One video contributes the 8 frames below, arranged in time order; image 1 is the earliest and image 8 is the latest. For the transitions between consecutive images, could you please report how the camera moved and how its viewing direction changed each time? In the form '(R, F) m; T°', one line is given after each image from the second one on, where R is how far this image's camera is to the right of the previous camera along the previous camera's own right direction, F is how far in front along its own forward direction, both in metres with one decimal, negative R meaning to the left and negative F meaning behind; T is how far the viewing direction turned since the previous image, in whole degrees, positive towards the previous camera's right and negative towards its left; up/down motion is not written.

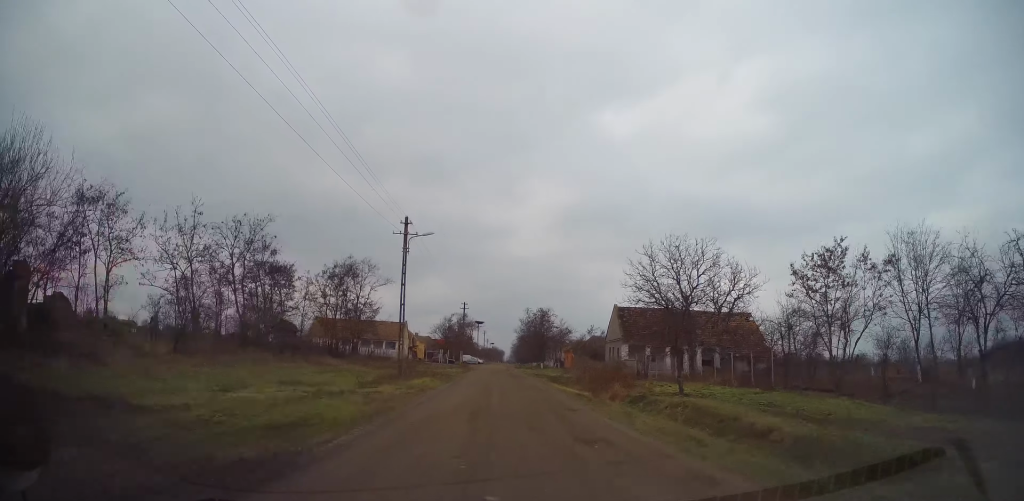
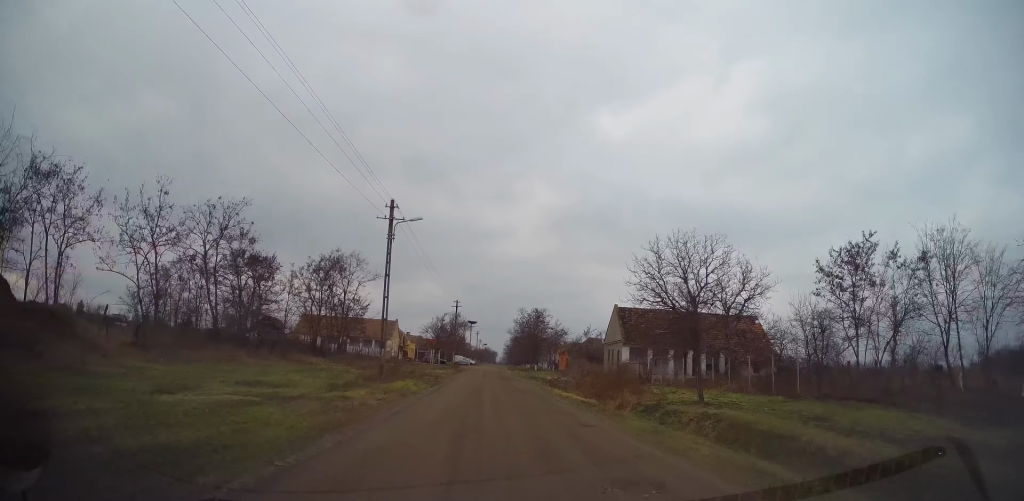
(0.0, +2.9) m; +1°
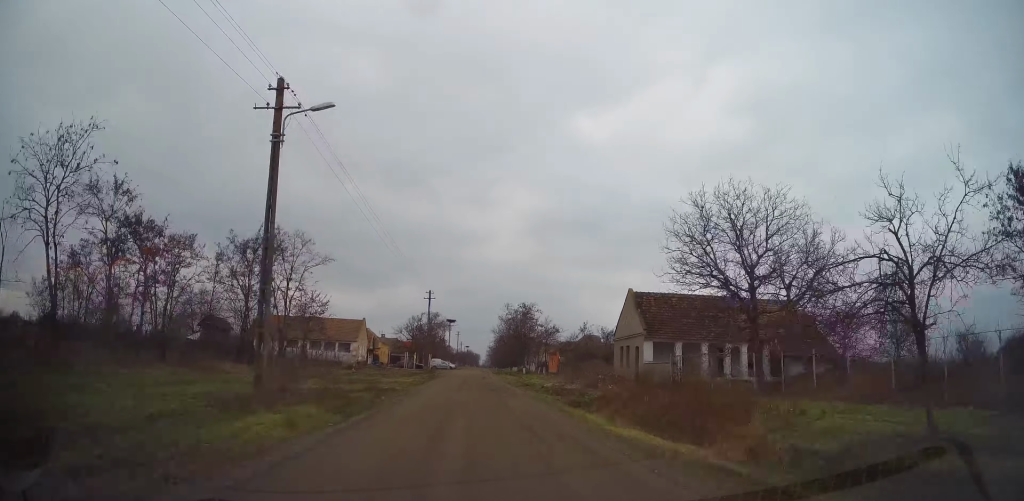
(+0.7, +10.7) m; +6°
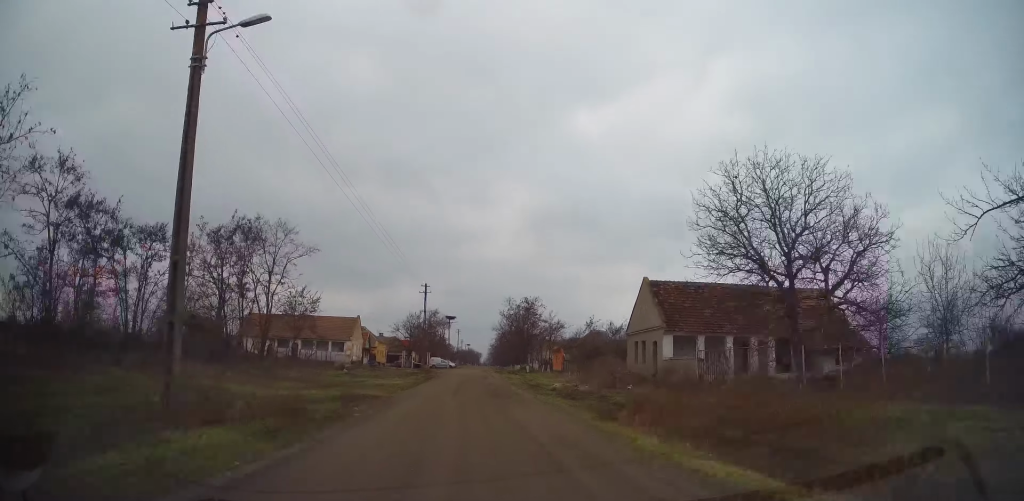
(+0.2, +3.4) m; 0°
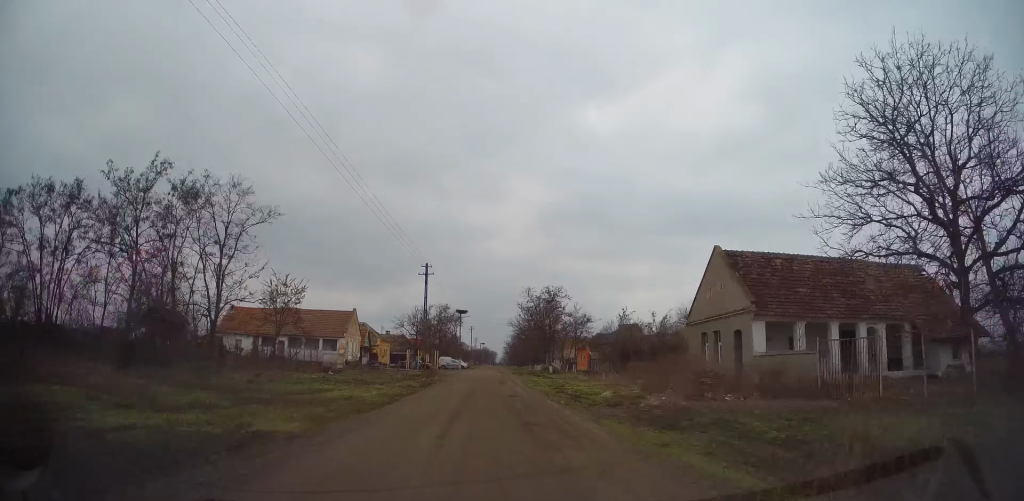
(-0.4, +9.4) m; -4°
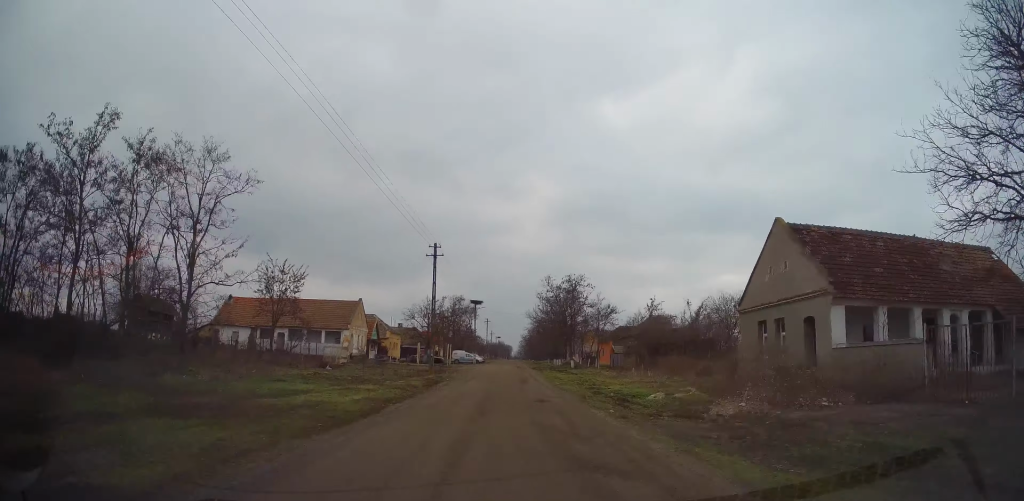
(0.0, +4.9) m; 0°
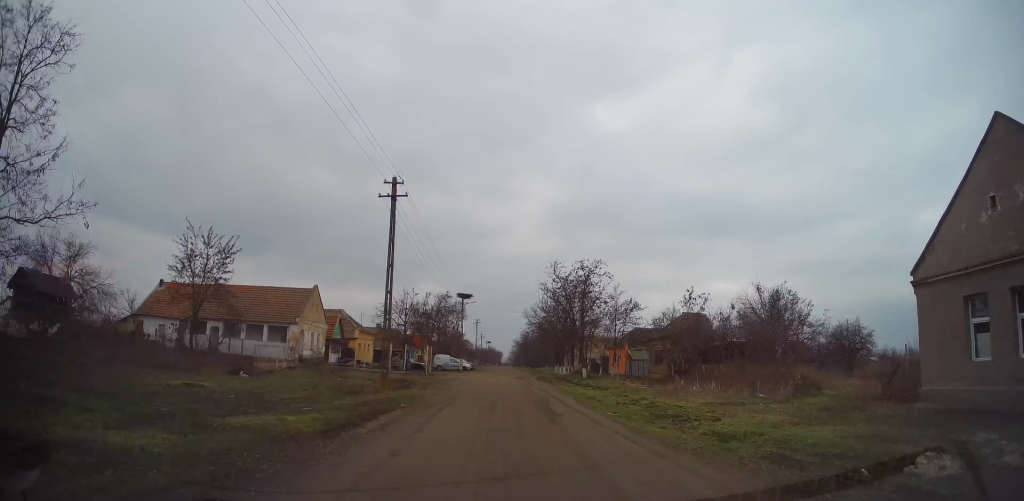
(0.0, +13.3) m; 0°
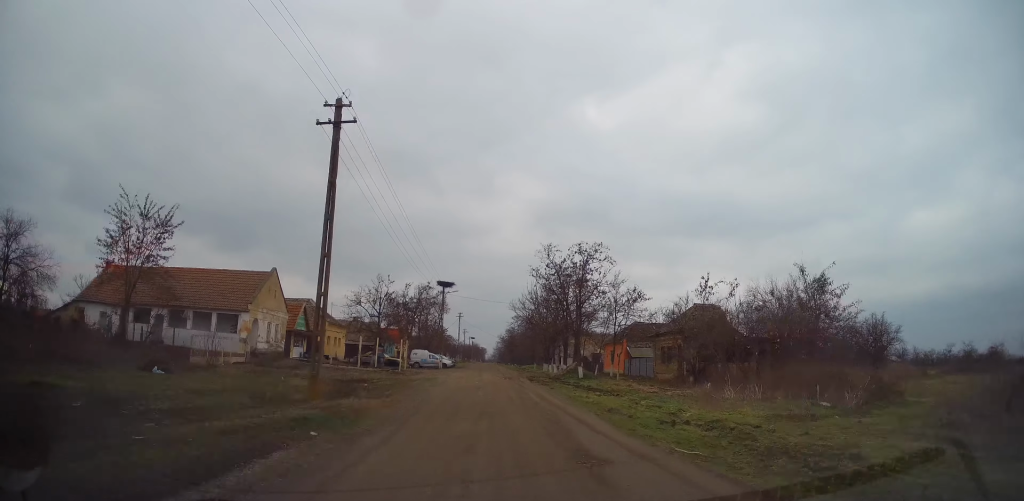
(0.0, +6.2) m; 0°
